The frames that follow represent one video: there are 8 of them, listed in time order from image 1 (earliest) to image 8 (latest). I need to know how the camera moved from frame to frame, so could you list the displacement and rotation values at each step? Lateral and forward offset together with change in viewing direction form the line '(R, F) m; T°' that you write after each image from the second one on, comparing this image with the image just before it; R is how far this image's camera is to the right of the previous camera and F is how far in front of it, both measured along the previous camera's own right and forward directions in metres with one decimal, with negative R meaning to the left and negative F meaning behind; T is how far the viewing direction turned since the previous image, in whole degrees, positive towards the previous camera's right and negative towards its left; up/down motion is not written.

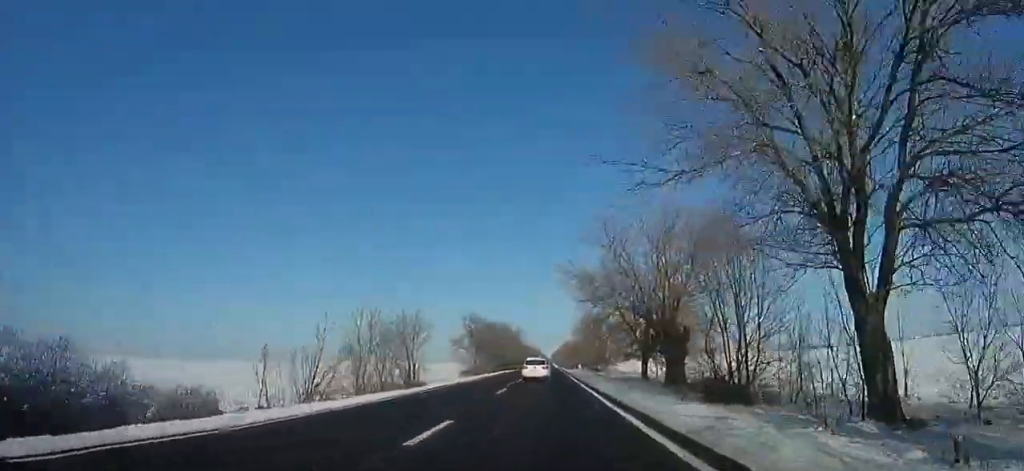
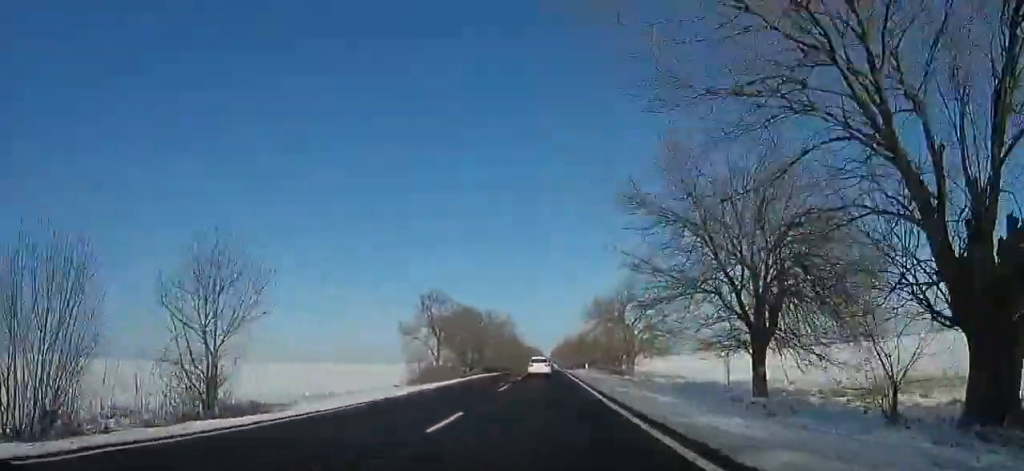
(0.0, +26.7) m; 0°
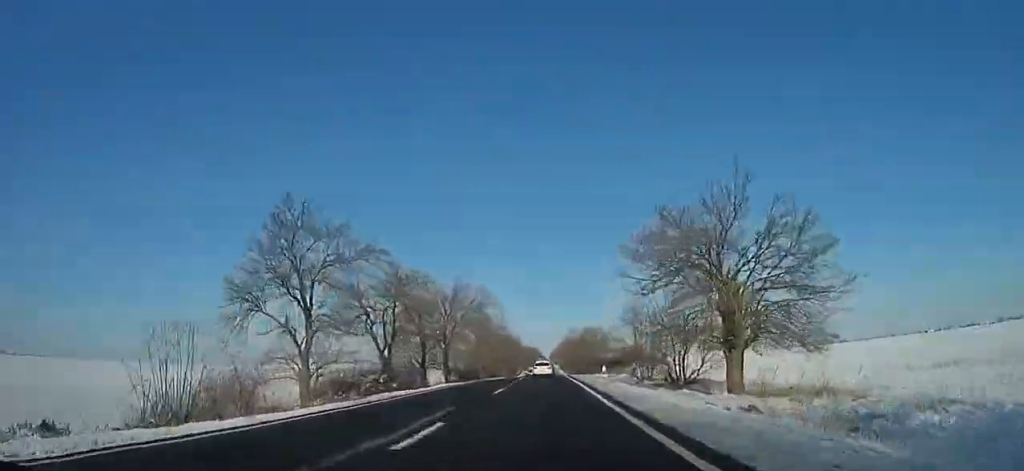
(-0.1, +29.1) m; 0°
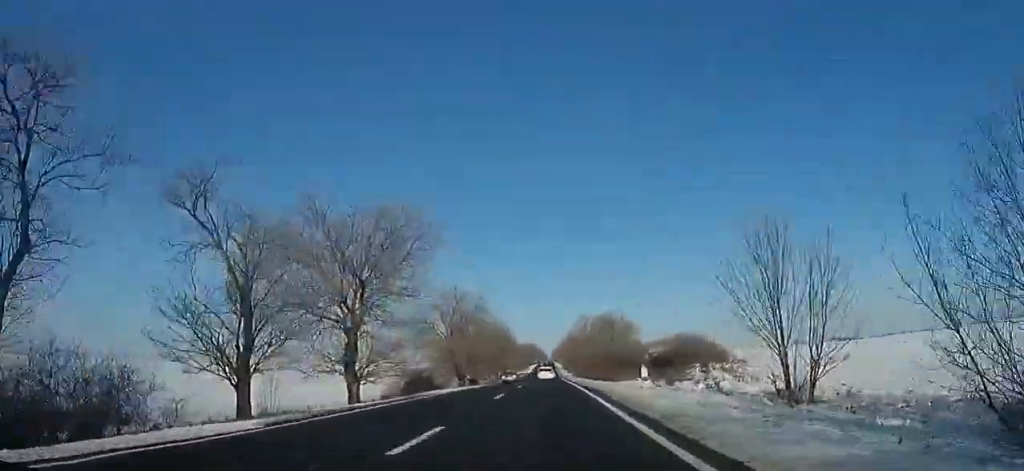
(-0.1, +26.6) m; 0°
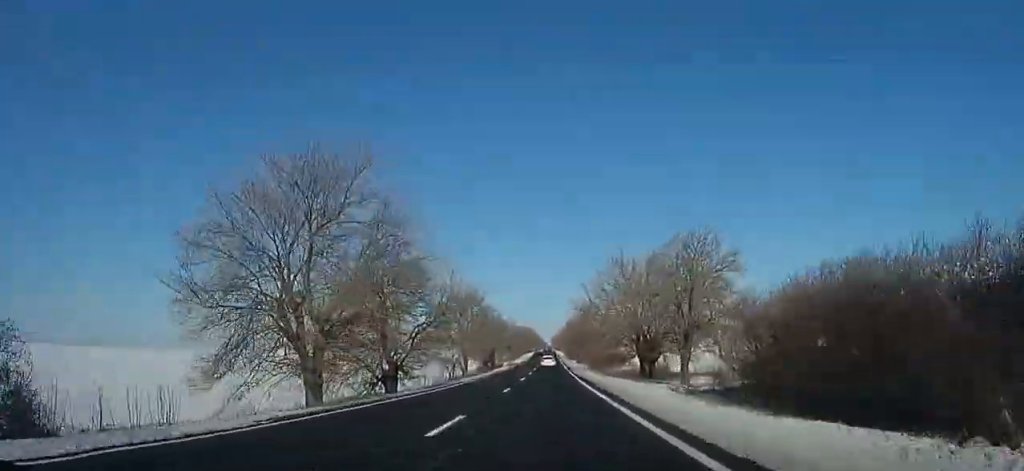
(+0.1, +36.4) m; 0°
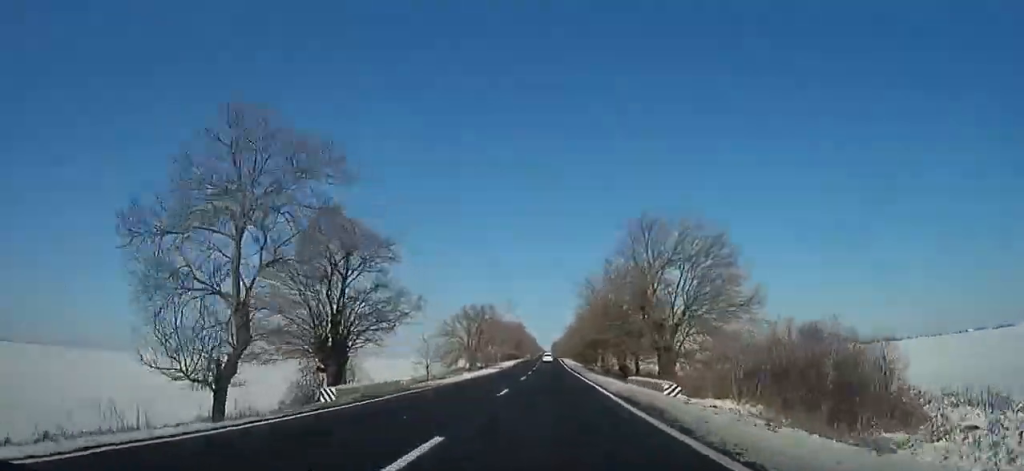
(-0.1, +63.7) m; 0°
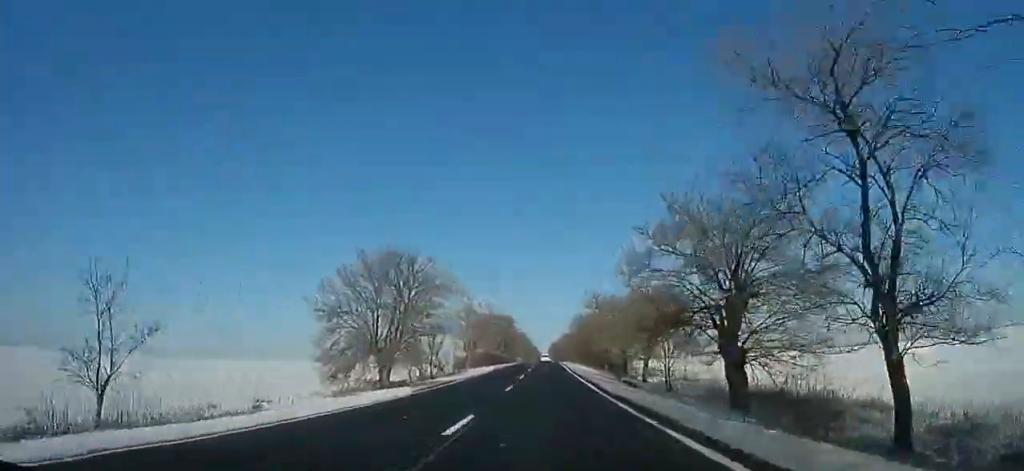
(+0.1, +32.0) m; +1°
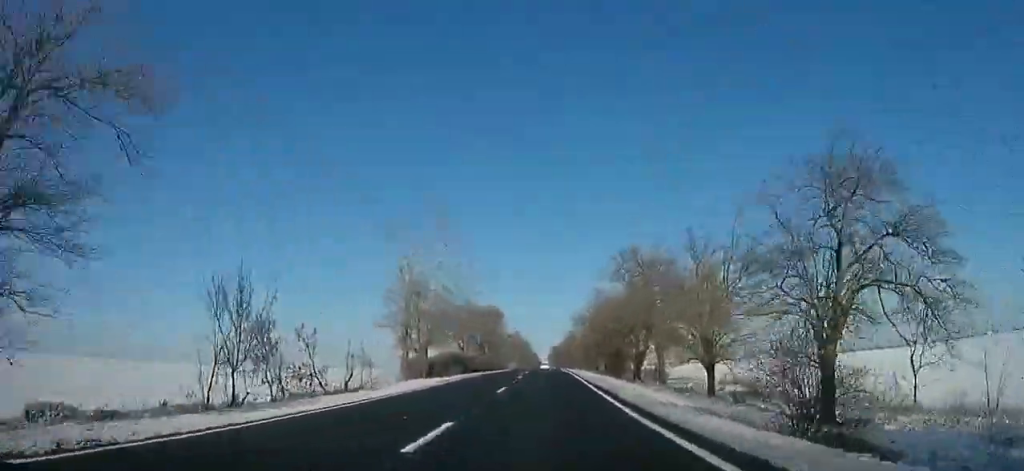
(-0.1, +25.6) m; +1°
